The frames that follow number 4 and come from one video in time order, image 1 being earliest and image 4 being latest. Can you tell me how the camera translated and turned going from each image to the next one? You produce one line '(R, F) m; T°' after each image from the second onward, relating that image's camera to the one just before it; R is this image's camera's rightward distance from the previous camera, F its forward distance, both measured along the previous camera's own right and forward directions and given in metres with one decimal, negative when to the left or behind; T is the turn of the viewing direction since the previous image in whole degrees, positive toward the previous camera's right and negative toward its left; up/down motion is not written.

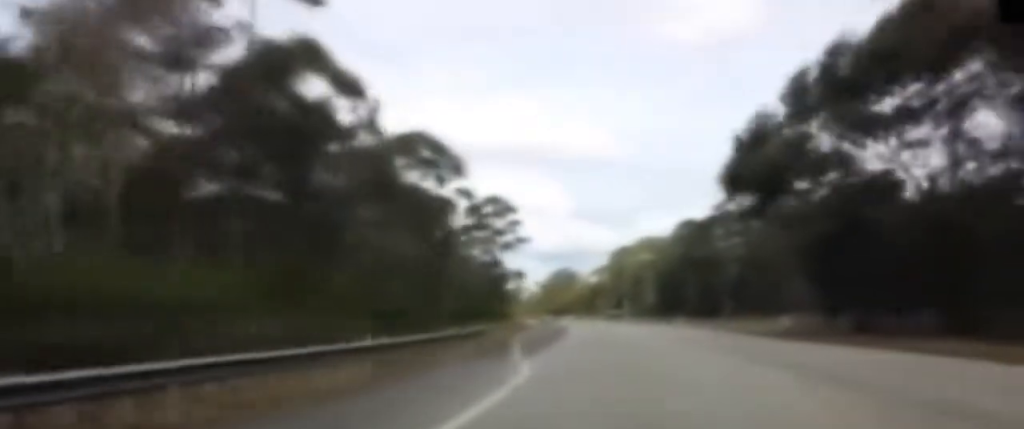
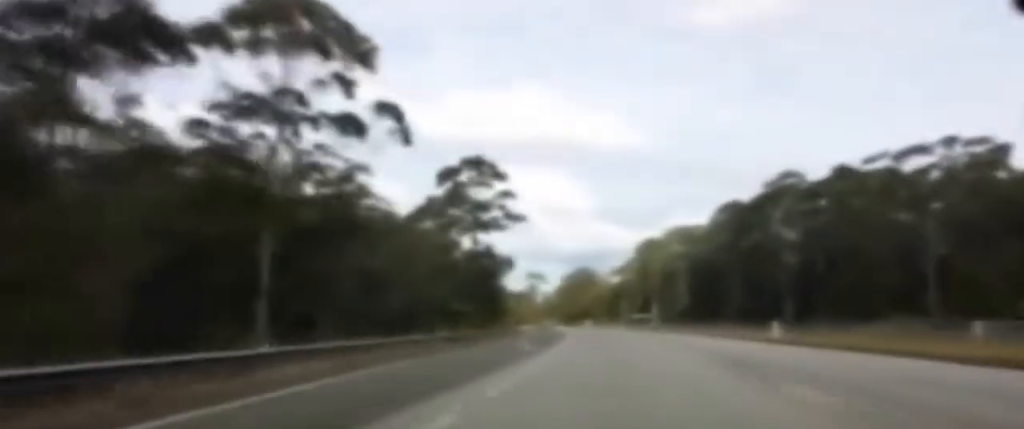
(-0.8, +37.8) m; -2°
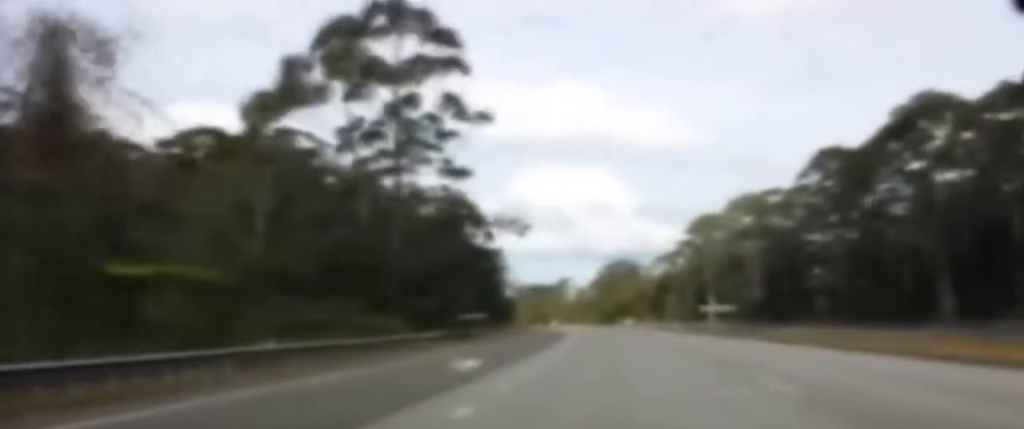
(-0.6, +59.2) m; -1°
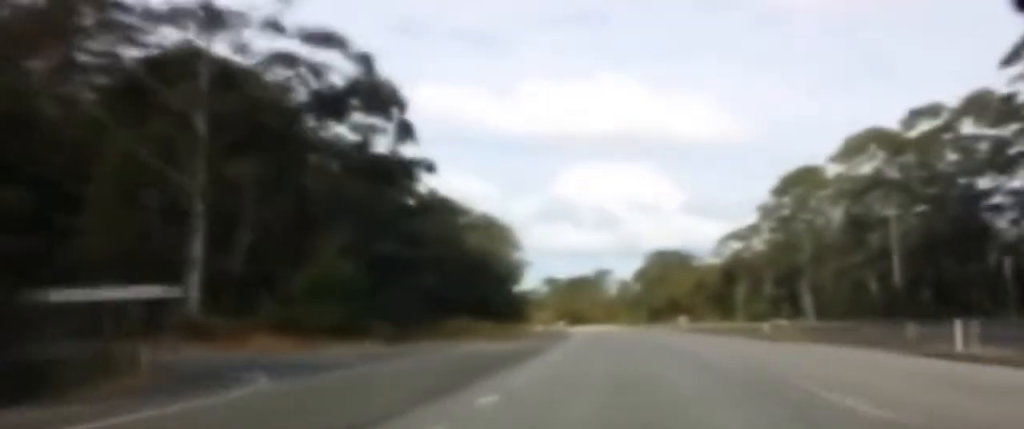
(-0.9, +62.9) m; -3°
